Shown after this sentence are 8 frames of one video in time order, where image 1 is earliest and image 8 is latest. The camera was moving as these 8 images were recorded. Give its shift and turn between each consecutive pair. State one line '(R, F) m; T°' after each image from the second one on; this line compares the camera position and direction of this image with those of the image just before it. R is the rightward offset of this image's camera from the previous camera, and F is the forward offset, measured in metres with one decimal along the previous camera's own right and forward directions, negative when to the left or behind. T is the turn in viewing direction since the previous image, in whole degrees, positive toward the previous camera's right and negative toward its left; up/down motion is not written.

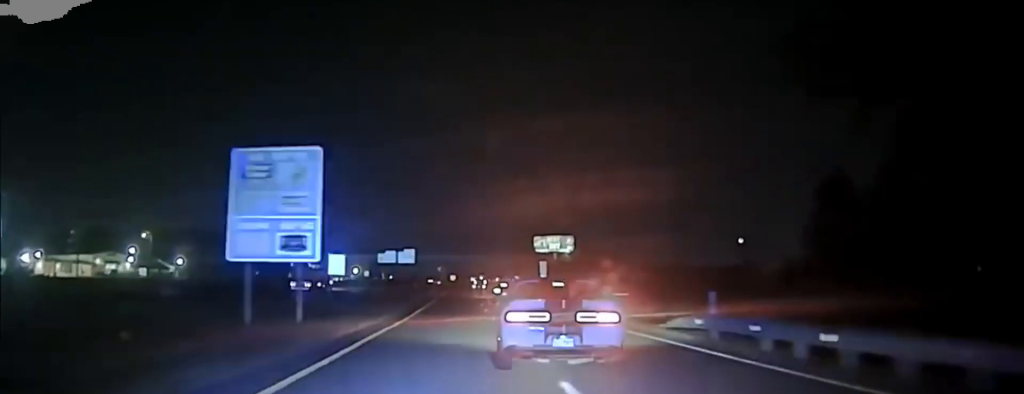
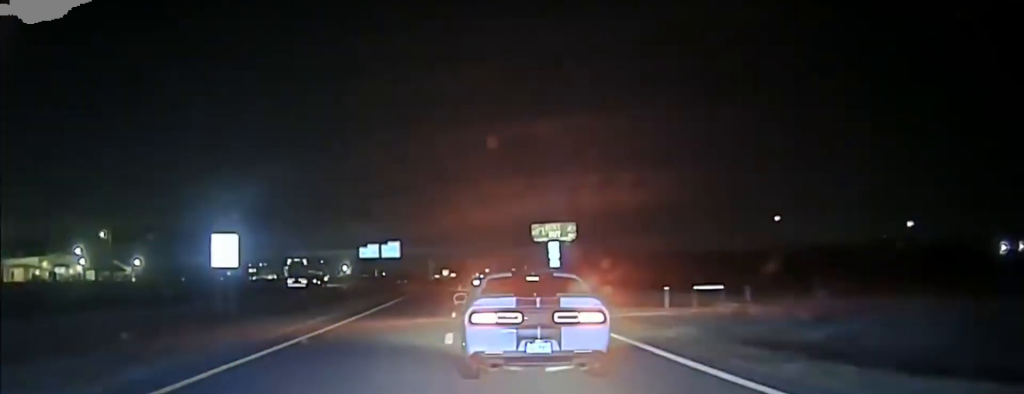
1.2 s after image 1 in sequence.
(+0.6, +28.1) m; +1°
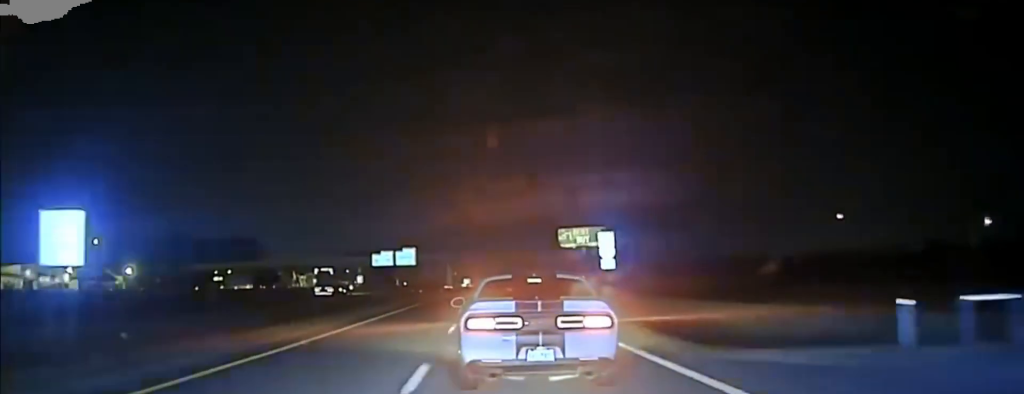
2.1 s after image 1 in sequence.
(-0.2, +19.7) m; -1°
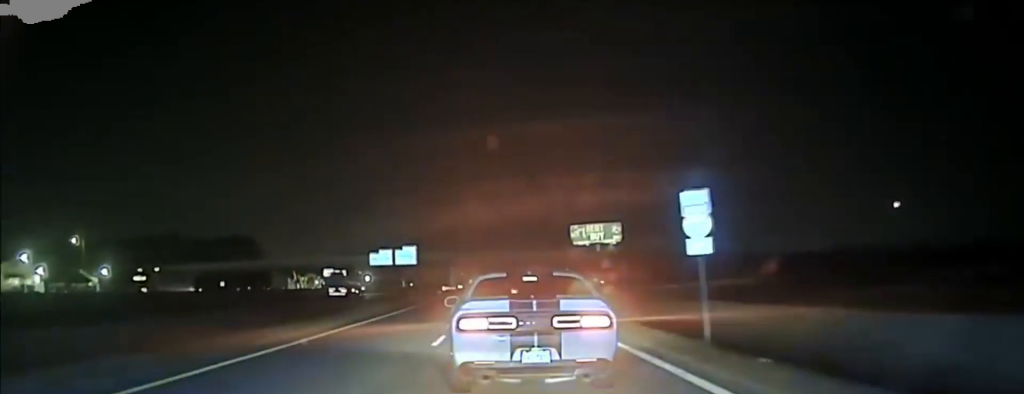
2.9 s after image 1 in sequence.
(-0.2, +18.1) m; -1°
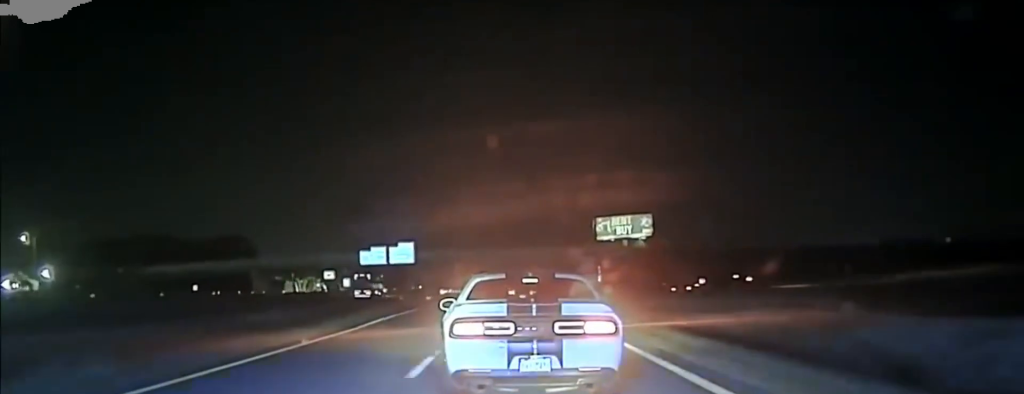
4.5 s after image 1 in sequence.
(-0.1, +32.4) m; -1°
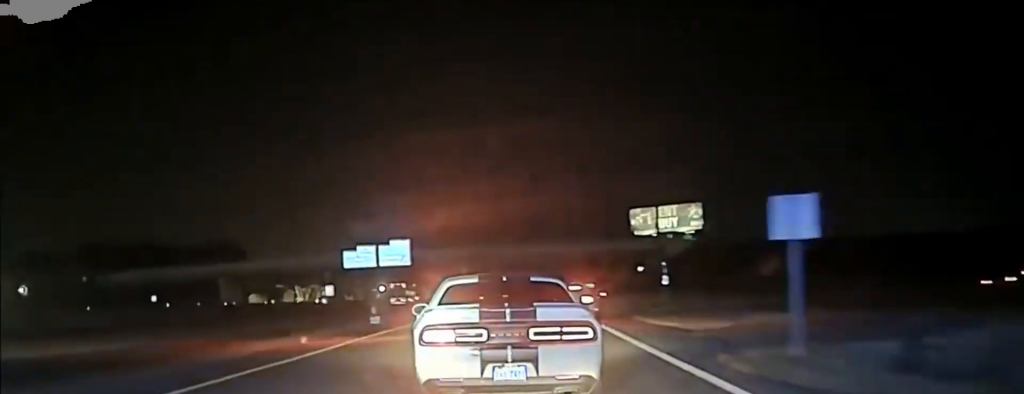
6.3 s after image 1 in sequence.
(-0.4, +37.2) m; -2°
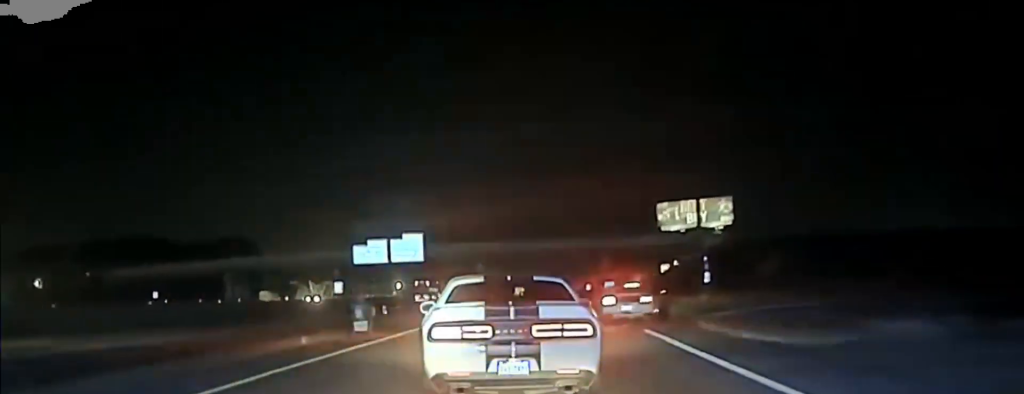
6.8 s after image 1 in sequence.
(-0.2, +9.4) m; -1°
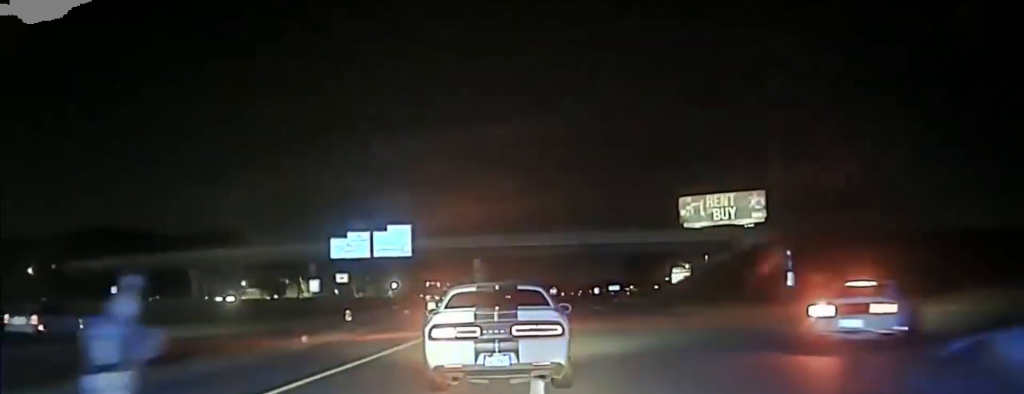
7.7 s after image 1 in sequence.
(-0.4, +19.3) m; -1°
